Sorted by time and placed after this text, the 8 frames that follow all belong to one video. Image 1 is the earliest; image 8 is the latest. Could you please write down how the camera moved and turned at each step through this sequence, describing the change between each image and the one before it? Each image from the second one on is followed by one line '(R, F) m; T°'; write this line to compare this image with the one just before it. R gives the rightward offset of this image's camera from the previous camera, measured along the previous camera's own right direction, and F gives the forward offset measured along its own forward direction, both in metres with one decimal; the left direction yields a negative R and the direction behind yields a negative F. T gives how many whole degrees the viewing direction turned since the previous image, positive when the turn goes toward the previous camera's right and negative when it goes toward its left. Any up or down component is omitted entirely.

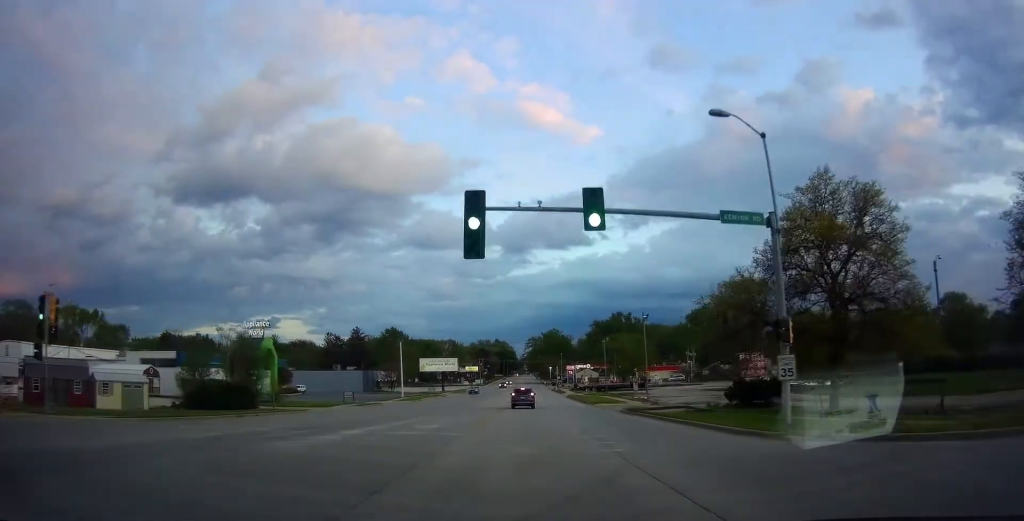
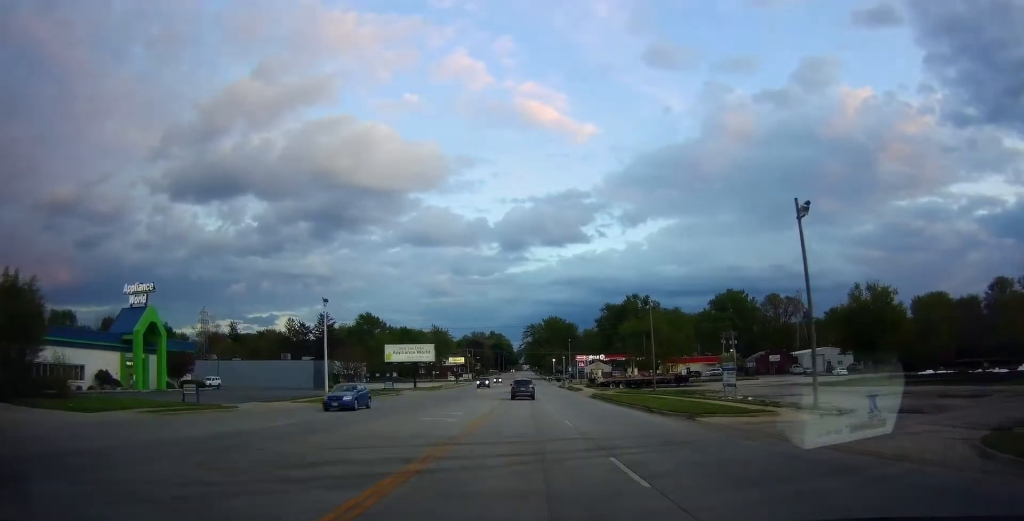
(+0.5, +34.4) m; +1°
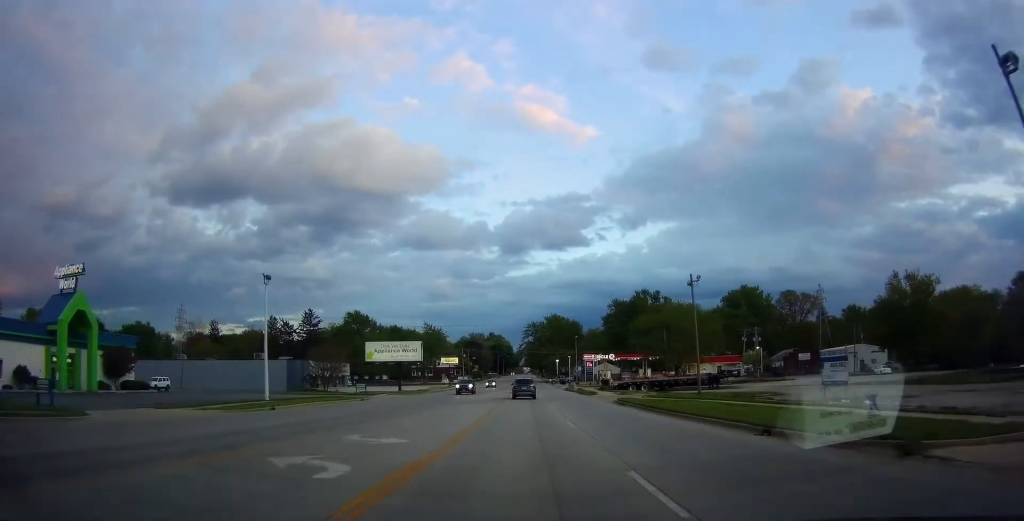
(0.0, +14.6) m; 0°
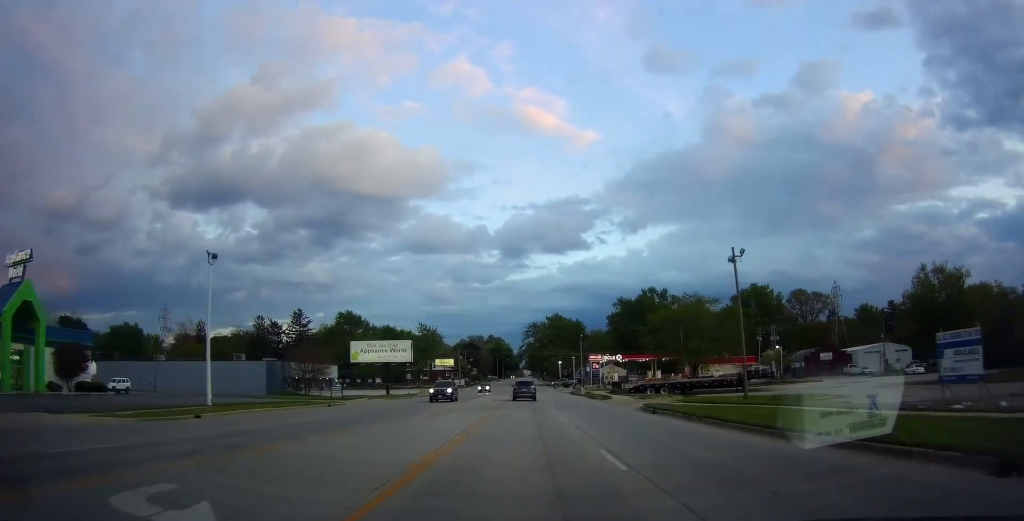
(0.0, +9.0) m; -1°
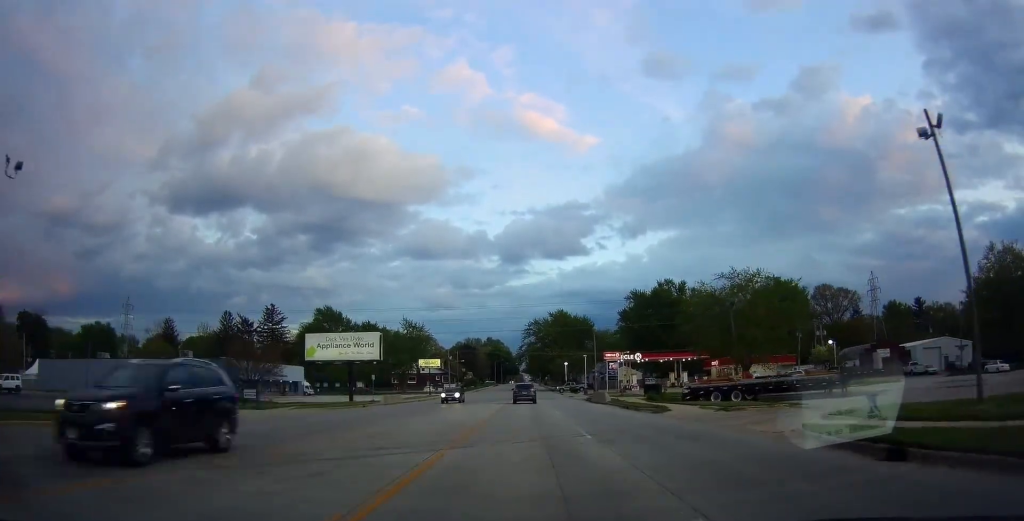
(-0.6, +18.9) m; -1°
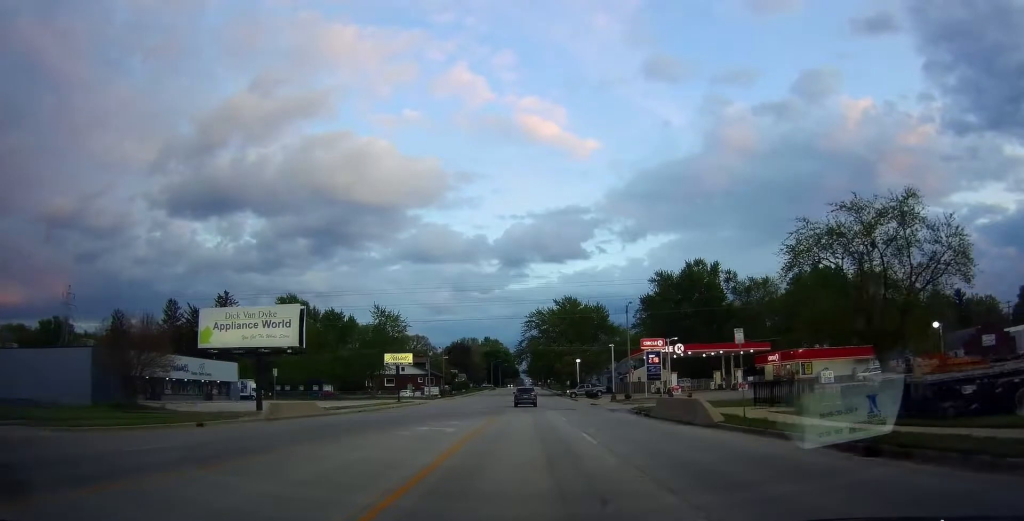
(+0.7, +25.8) m; +3°
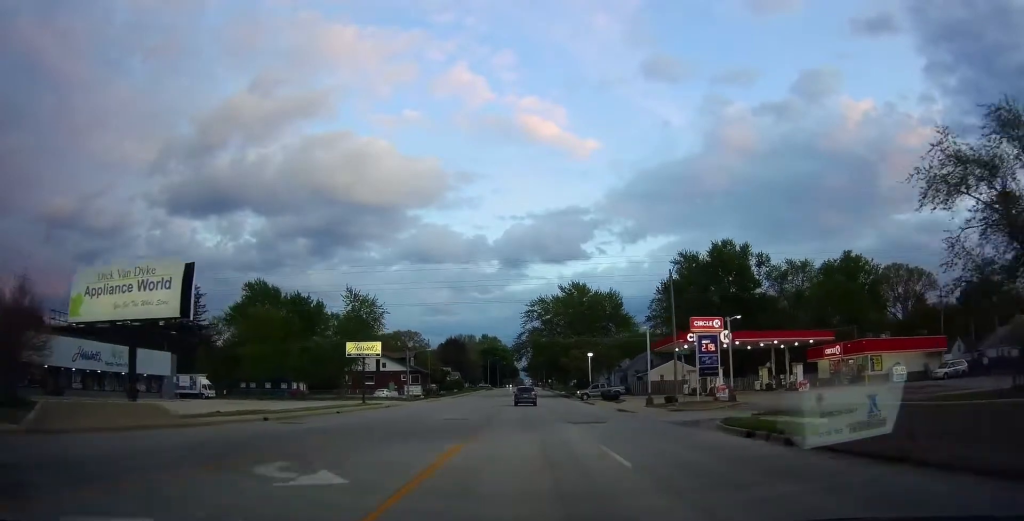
(0.0, +16.4) m; 0°
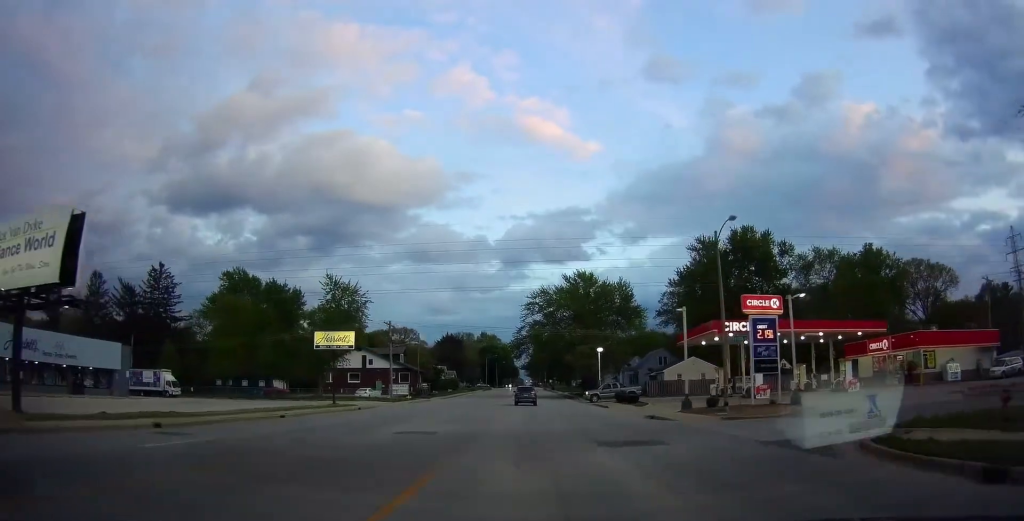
(0.0, +9.9) m; 0°
